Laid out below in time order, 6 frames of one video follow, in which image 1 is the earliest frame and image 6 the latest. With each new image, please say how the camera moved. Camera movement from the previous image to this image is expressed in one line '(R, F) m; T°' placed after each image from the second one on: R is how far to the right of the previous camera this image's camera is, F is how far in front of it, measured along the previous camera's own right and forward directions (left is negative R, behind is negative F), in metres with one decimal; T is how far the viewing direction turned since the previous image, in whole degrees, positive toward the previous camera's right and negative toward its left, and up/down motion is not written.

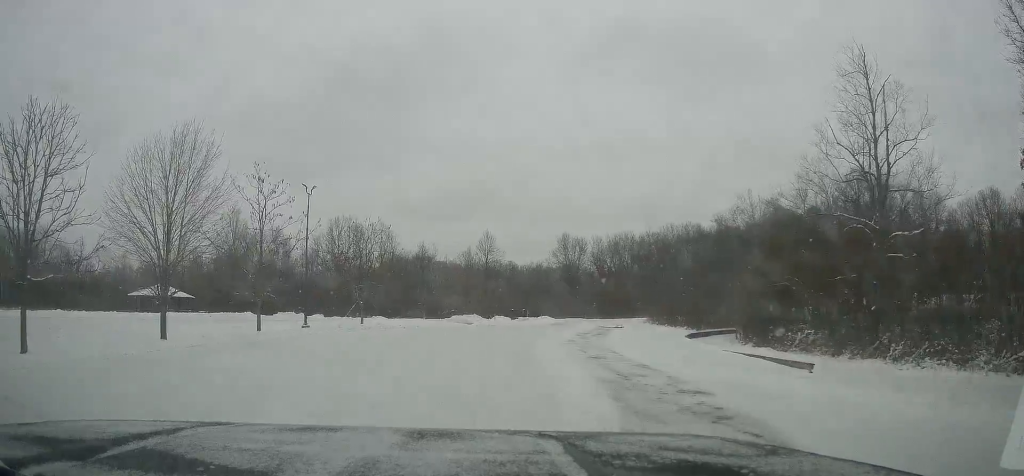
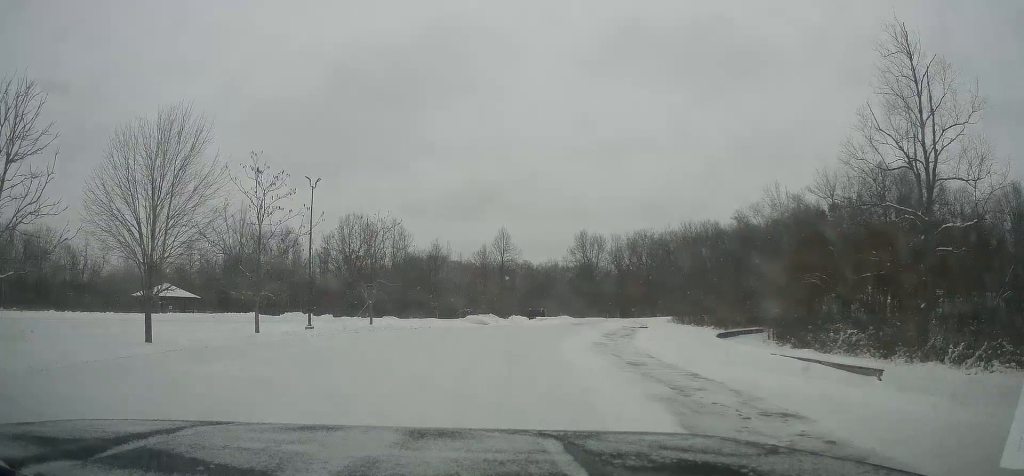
(-0.3, +3.1) m; -1°
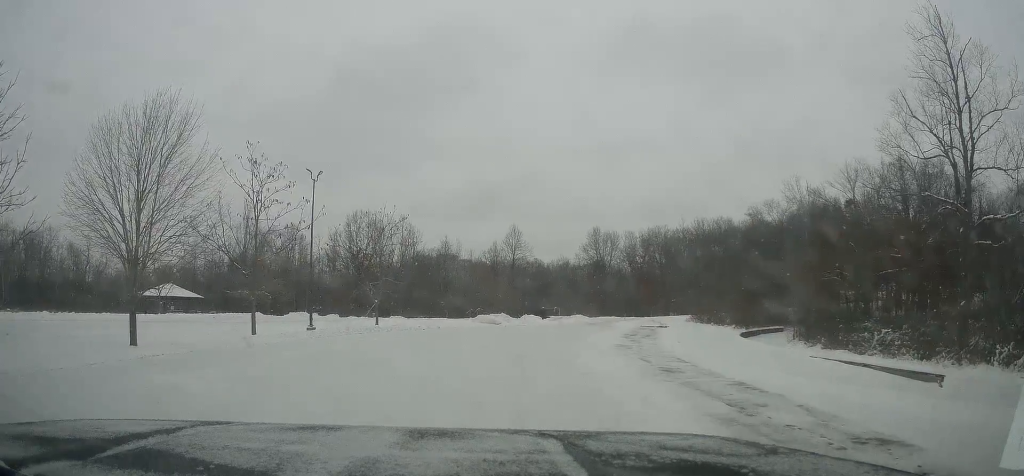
(0.0, +2.3) m; 0°
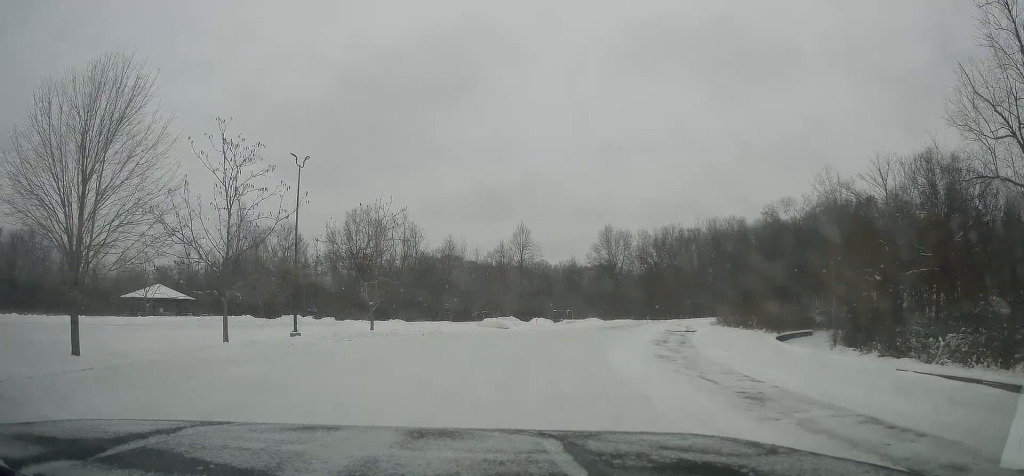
(+0.2, +4.7) m; +2°
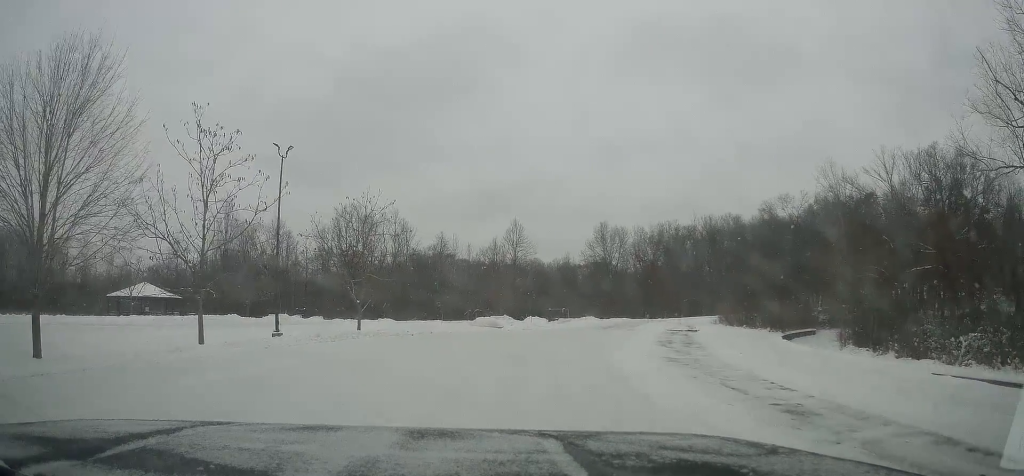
(-0.2, +1.9) m; +1°
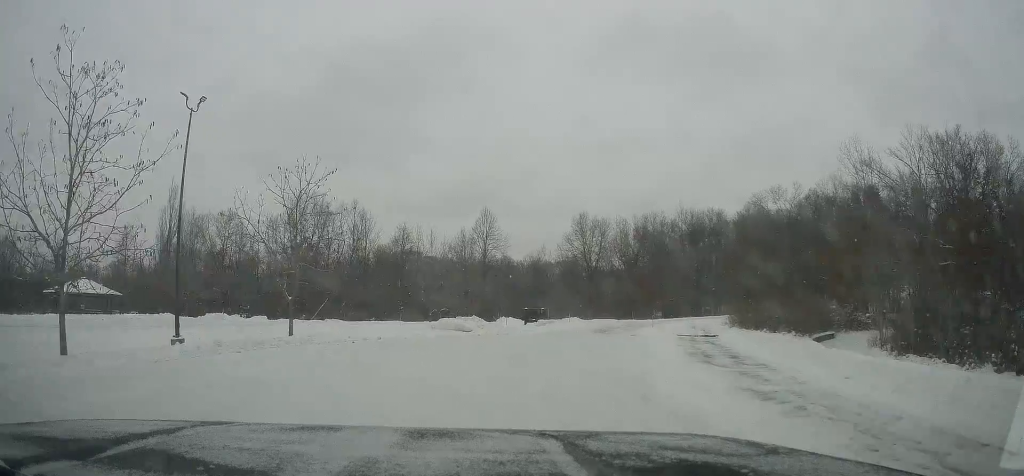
(+0.3, +8.4) m; -3°
